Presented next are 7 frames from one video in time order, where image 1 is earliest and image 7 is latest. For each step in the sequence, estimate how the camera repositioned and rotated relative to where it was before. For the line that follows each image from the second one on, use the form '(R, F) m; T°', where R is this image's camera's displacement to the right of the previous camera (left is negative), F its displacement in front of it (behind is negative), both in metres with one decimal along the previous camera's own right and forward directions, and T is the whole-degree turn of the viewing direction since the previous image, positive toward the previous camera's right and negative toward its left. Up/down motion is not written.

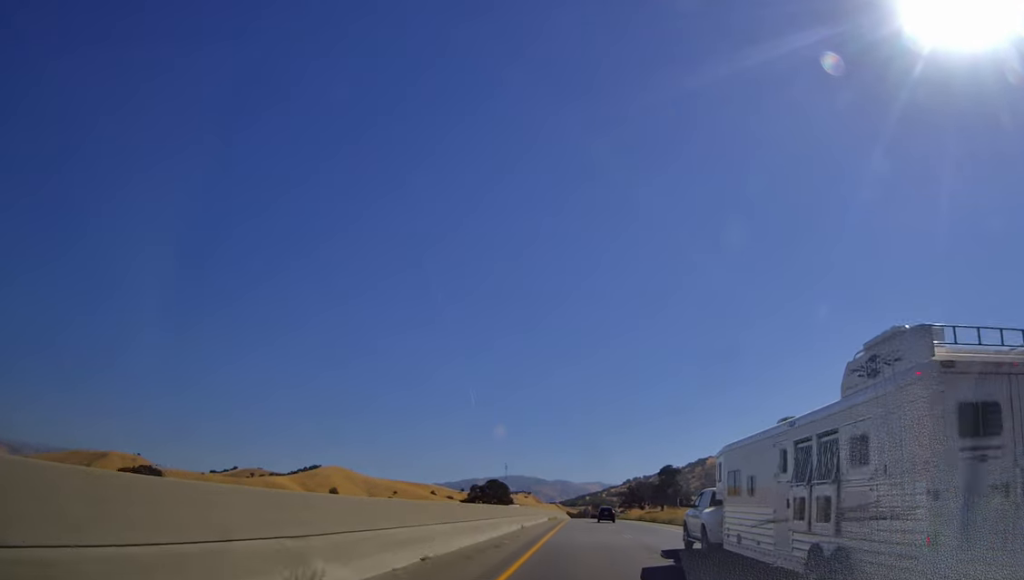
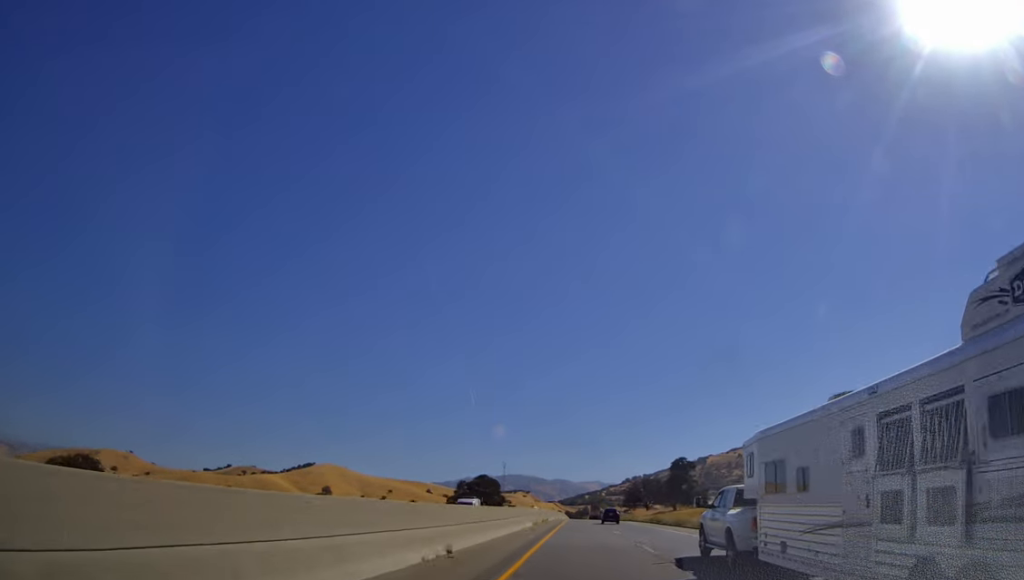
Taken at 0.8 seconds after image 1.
(-0.1, +22.3) m; 0°
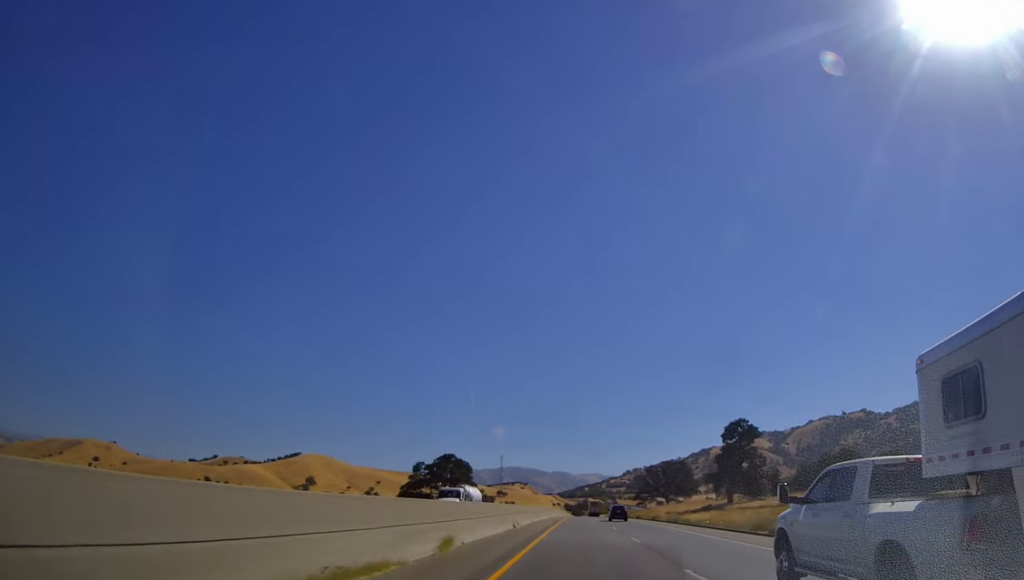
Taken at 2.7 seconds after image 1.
(-0.3, +52.7) m; 0°
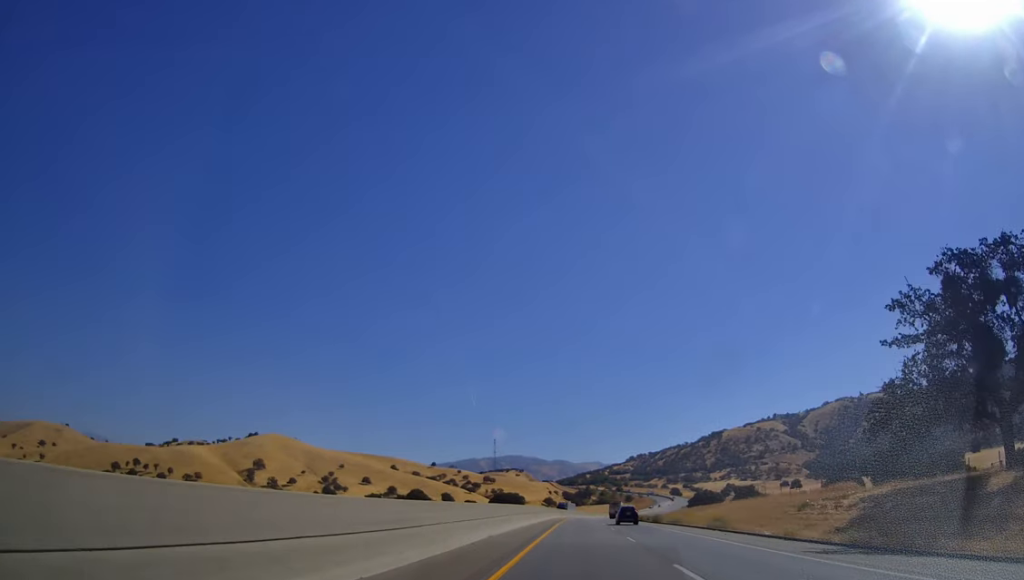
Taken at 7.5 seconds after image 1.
(-0.7, +141.5) m; 0°
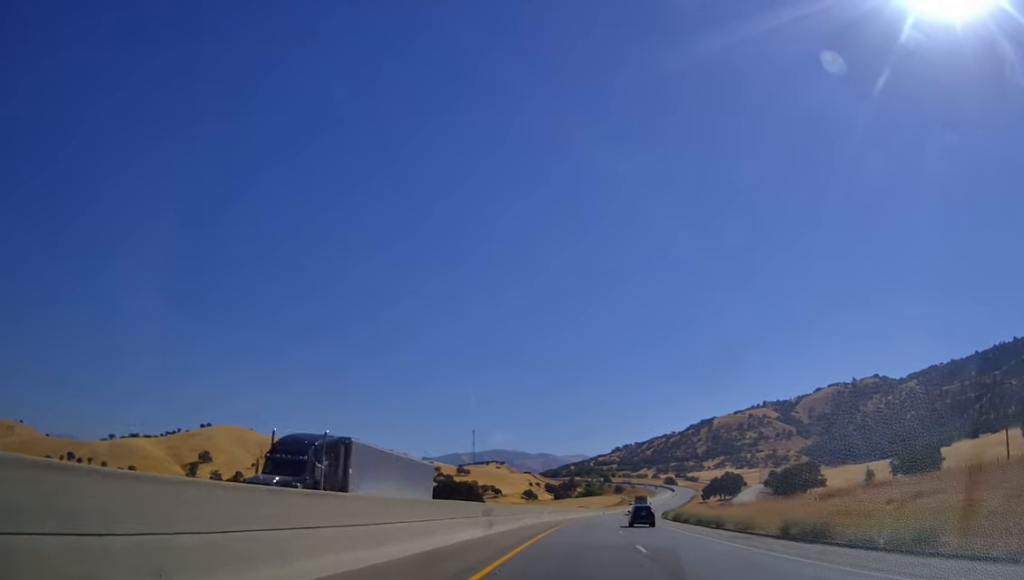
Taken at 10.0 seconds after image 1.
(+0.5, +78.1) m; +1°
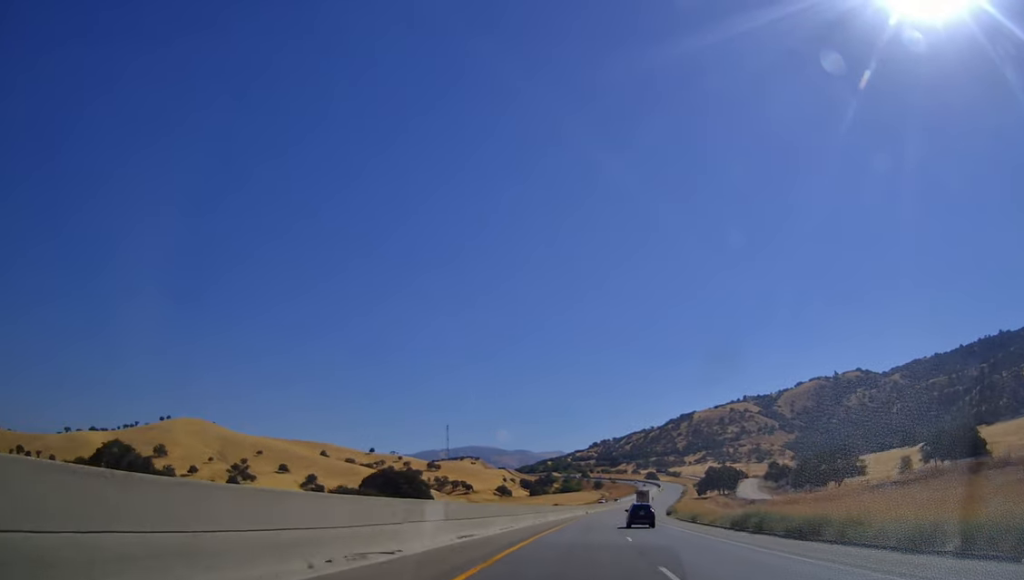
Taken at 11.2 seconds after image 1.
(+0.2, +38.0) m; +1°
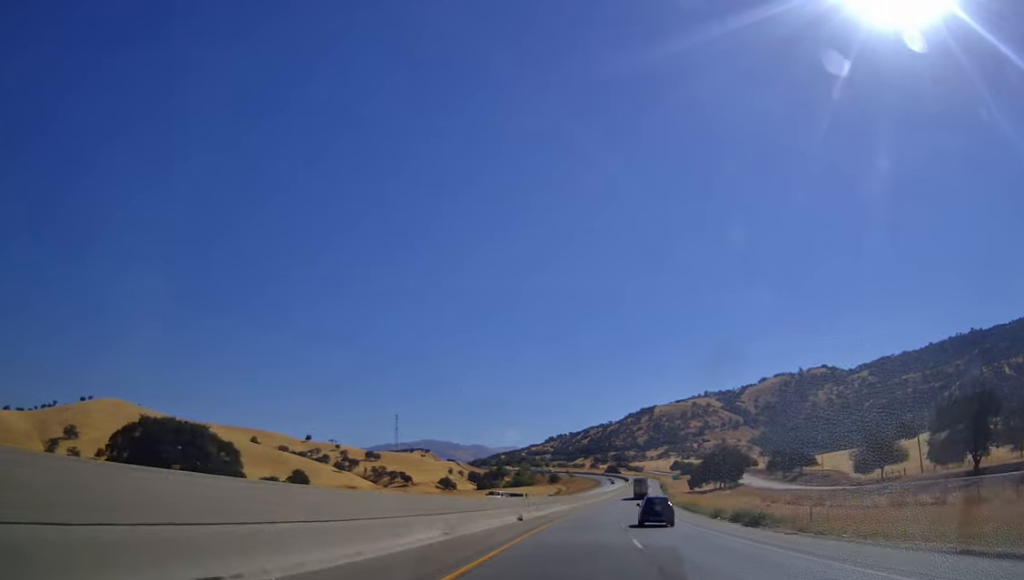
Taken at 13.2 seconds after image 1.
(+0.8, +64.0) m; +3°
